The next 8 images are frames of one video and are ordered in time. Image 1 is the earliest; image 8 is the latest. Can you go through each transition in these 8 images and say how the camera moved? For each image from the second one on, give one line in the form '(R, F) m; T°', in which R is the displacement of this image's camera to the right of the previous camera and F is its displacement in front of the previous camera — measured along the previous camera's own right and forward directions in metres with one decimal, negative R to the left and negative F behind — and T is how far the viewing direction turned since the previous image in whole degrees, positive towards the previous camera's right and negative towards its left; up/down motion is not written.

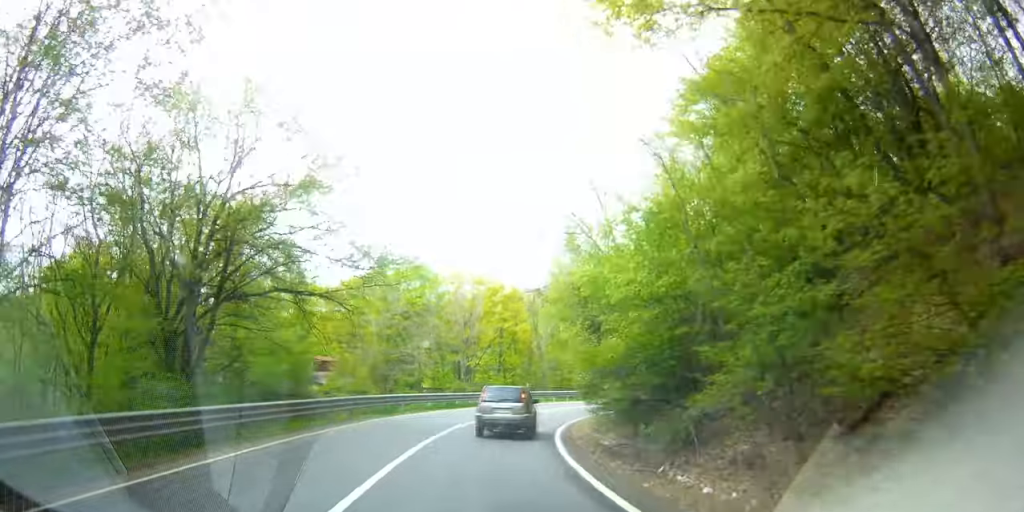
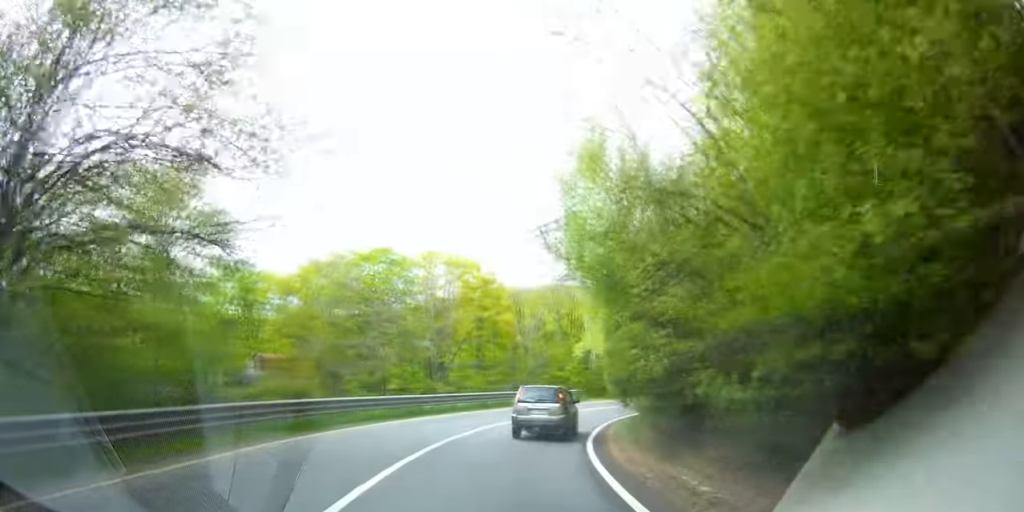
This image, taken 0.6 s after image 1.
(-0.1, +10.3) m; +2°
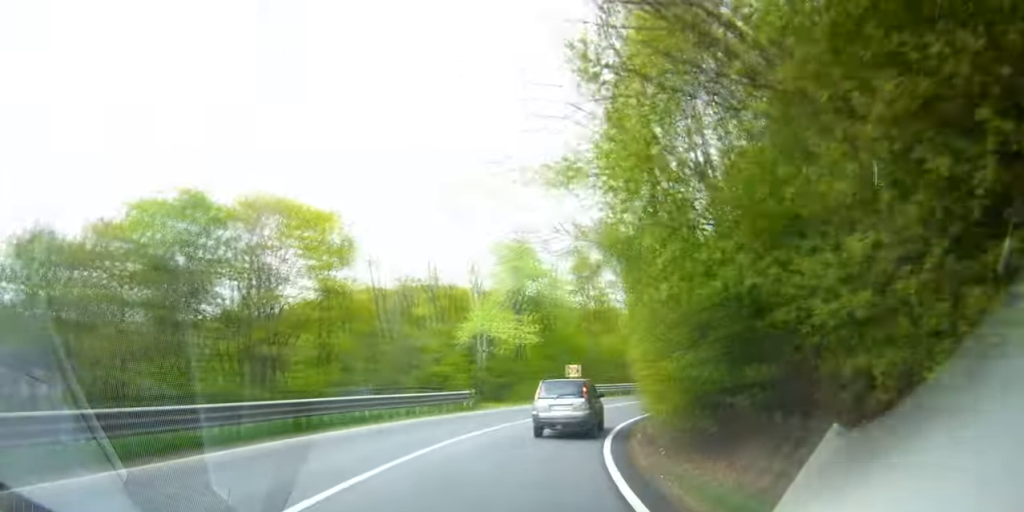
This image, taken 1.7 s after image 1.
(+0.9, +23.1) m; -4°
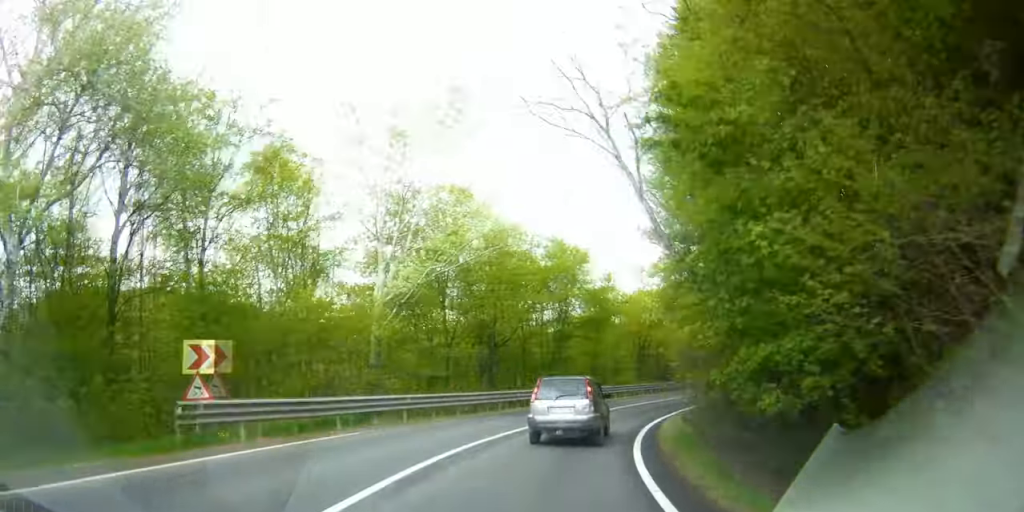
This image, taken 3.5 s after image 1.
(-8.2, +30.7) m; -17°
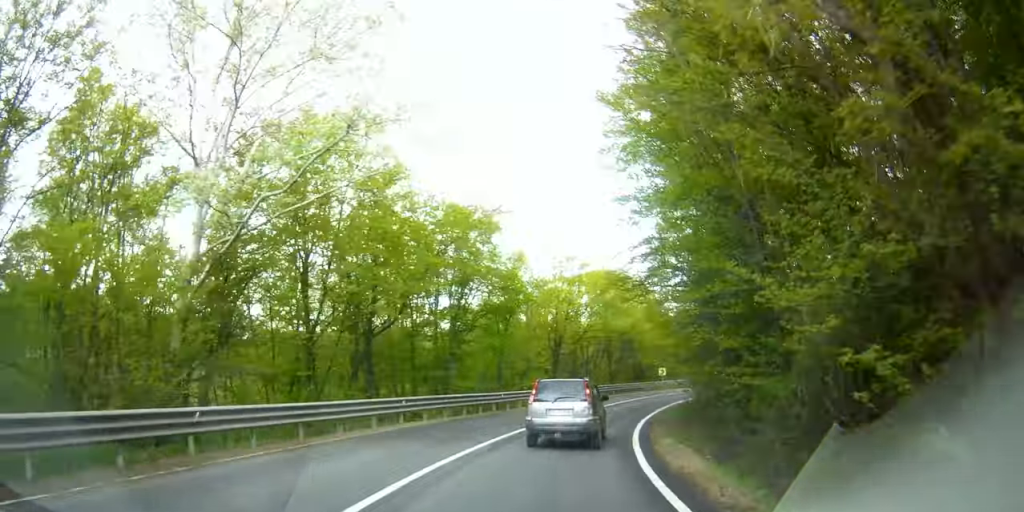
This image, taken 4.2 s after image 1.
(+0.4, +9.6) m; +7°
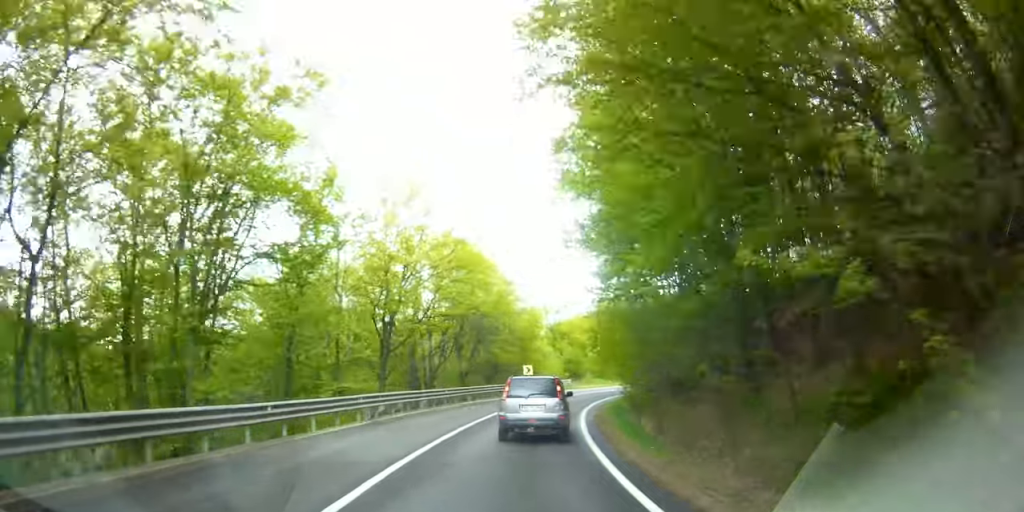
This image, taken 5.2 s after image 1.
(+2.7, +14.4) m; +20°
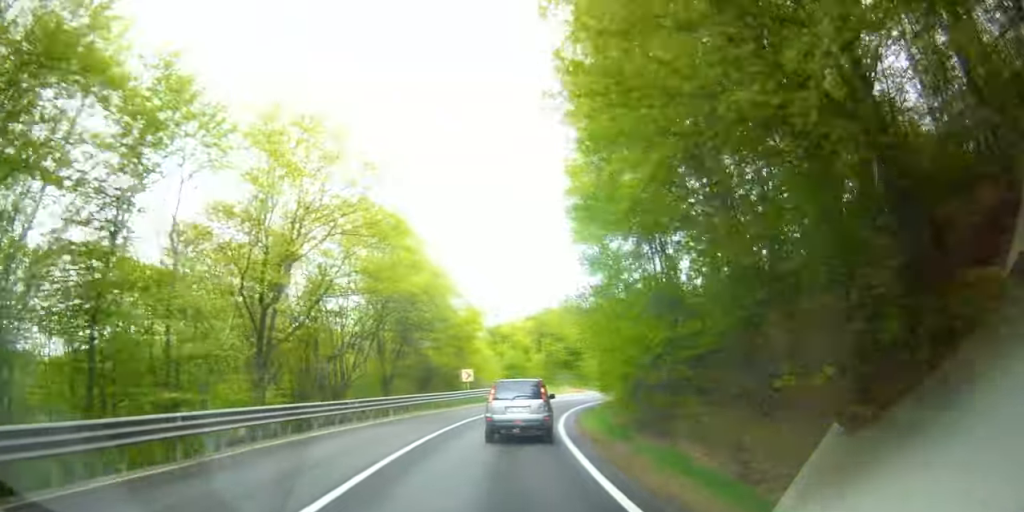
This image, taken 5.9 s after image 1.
(+0.4, +8.0) m; +12°
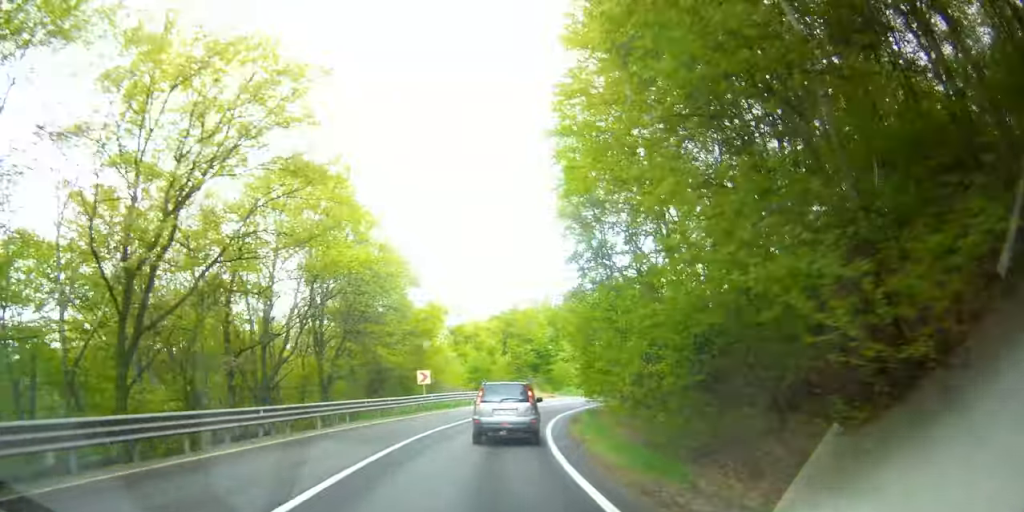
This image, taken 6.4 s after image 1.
(+0.9, +4.6) m; +7°
